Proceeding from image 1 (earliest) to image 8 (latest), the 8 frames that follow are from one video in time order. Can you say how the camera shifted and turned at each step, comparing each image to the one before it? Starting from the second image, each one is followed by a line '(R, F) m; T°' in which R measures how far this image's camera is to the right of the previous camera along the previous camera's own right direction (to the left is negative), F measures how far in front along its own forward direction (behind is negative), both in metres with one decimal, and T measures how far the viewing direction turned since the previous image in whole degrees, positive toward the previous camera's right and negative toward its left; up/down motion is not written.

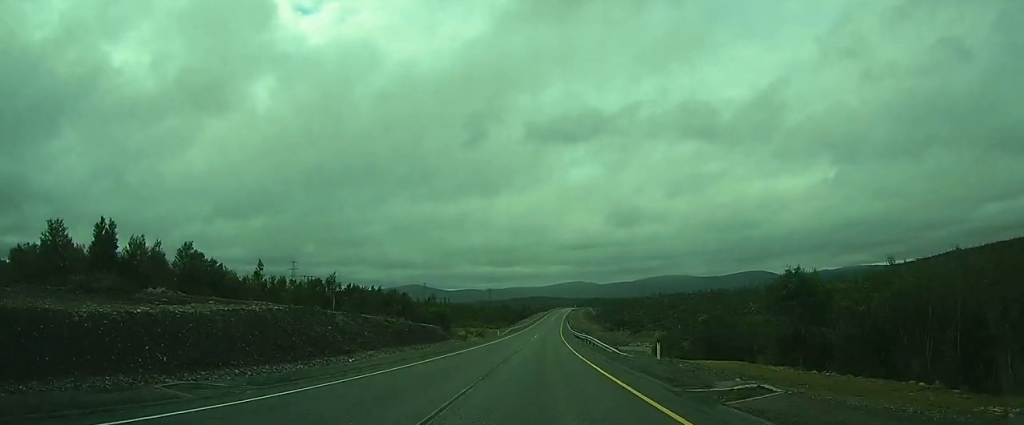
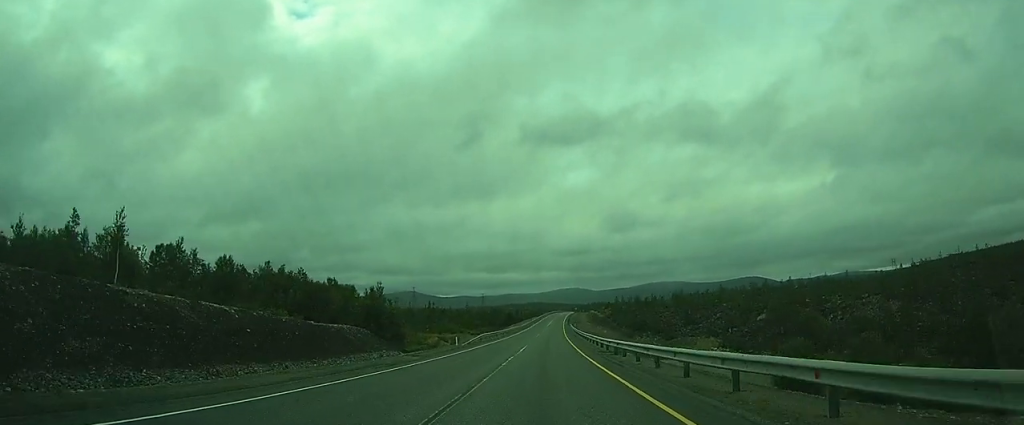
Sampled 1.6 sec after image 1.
(+0.2, +37.0) m; +1°
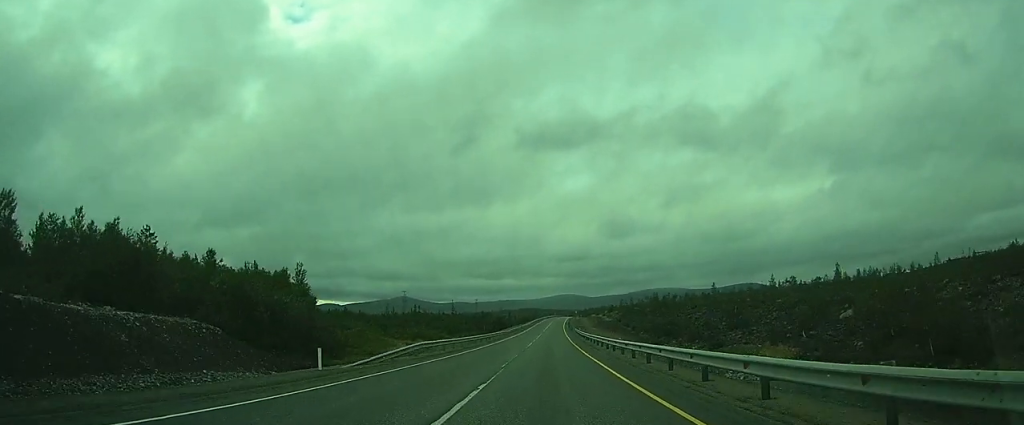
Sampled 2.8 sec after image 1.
(0.0, +27.4) m; 0°
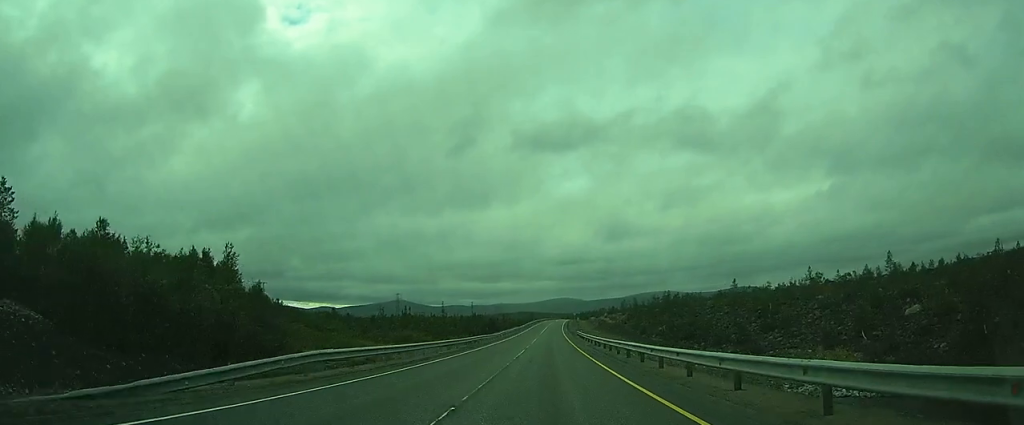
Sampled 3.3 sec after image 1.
(0.0, +13.5) m; 0°
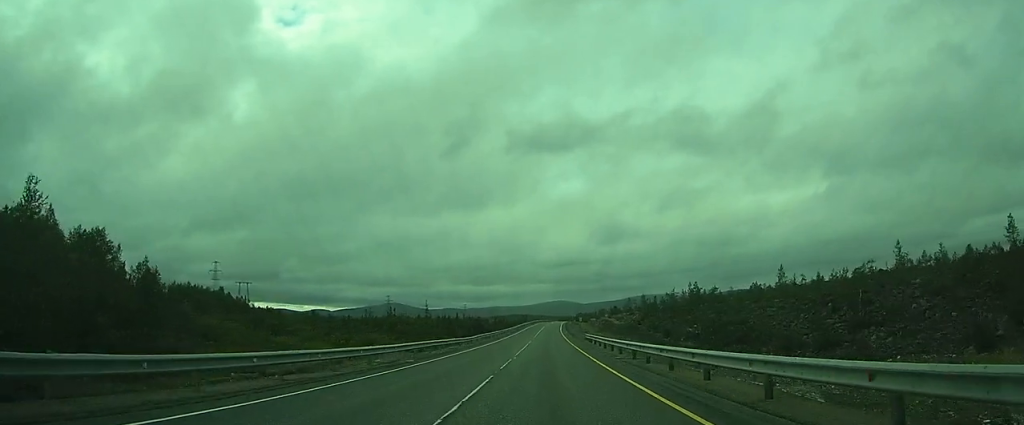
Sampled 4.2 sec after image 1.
(0.0, +20.8) m; 0°
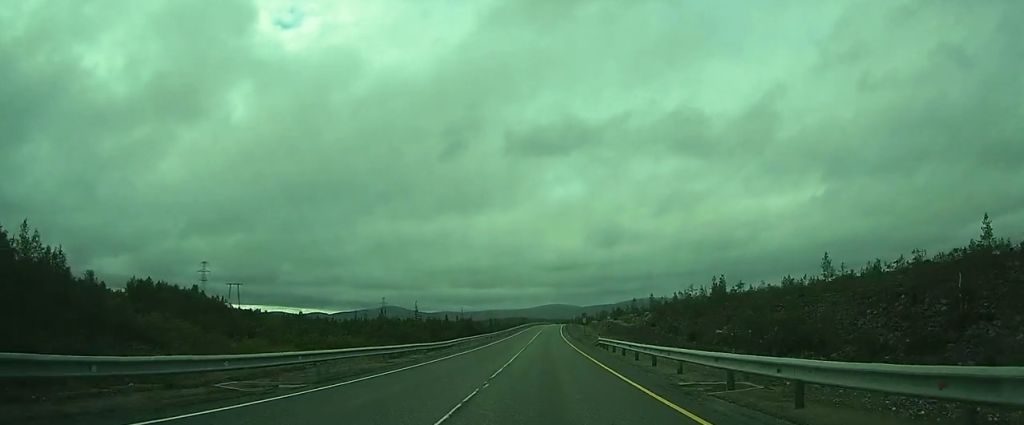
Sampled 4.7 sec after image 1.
(0.0, +12.9) m; 0°
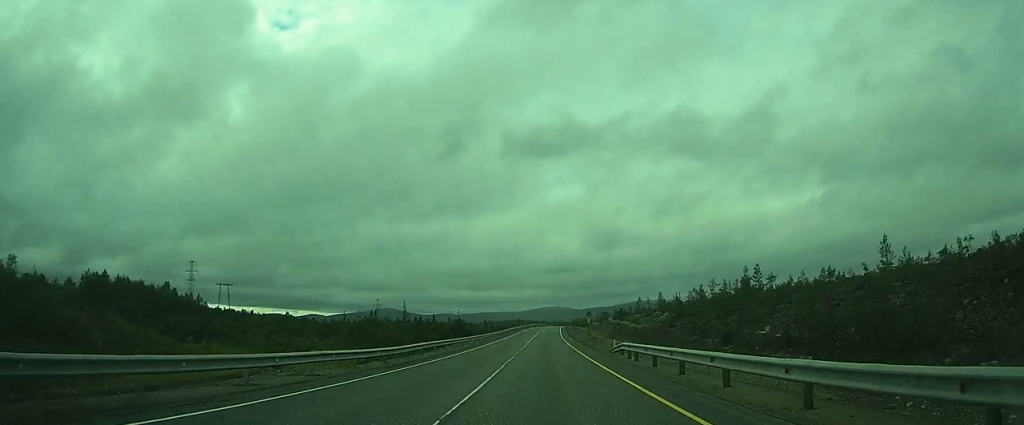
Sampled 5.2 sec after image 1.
(0.0, +12.1) m; 0°
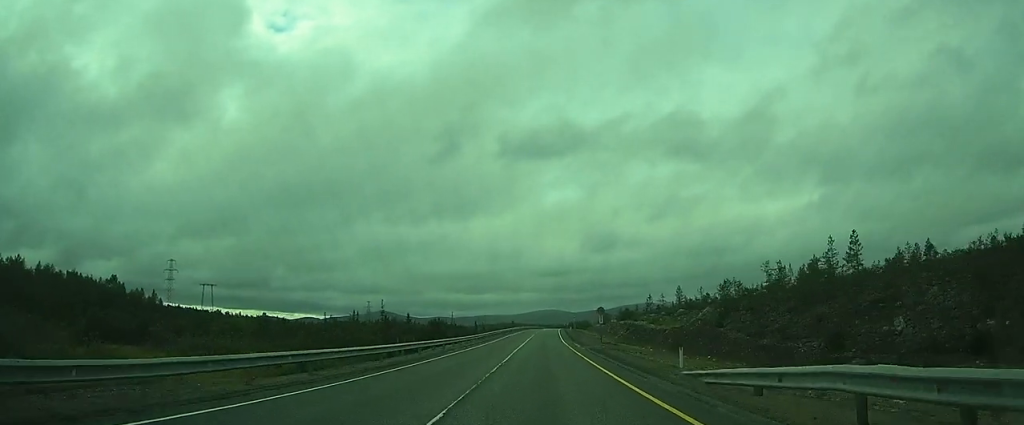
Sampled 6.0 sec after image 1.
(+0.1, +19.4) m; 0°
